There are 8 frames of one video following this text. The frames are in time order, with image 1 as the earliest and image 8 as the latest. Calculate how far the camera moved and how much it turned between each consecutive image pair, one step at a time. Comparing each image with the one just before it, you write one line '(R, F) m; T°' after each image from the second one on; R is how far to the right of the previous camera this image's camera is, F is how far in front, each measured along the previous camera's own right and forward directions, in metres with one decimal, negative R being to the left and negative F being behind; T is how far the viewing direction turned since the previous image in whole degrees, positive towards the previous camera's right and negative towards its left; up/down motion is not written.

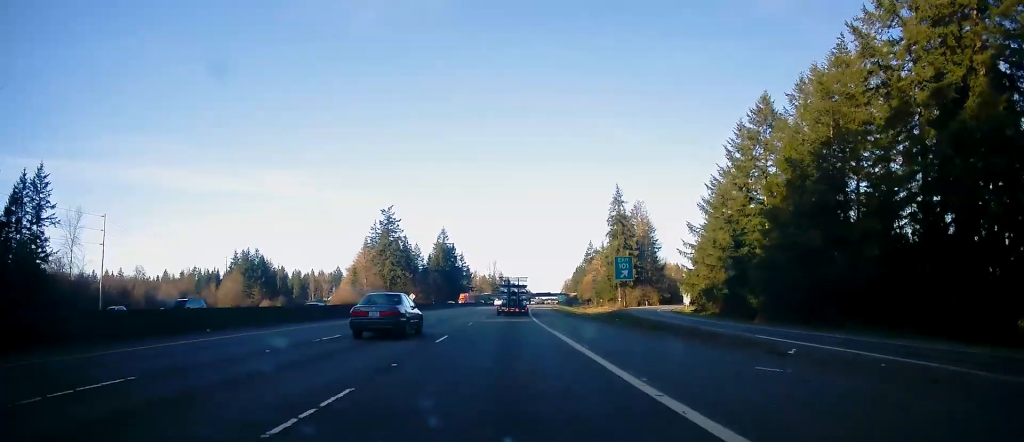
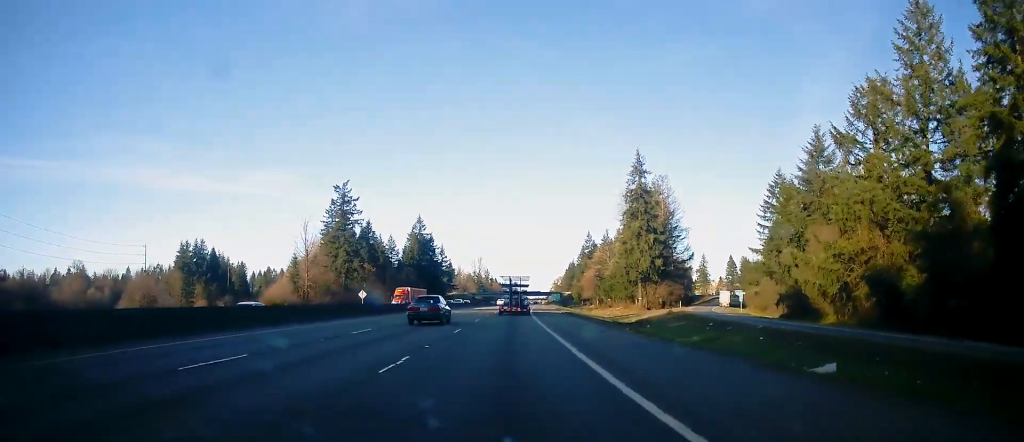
(0.0, +44.1) m; 0°
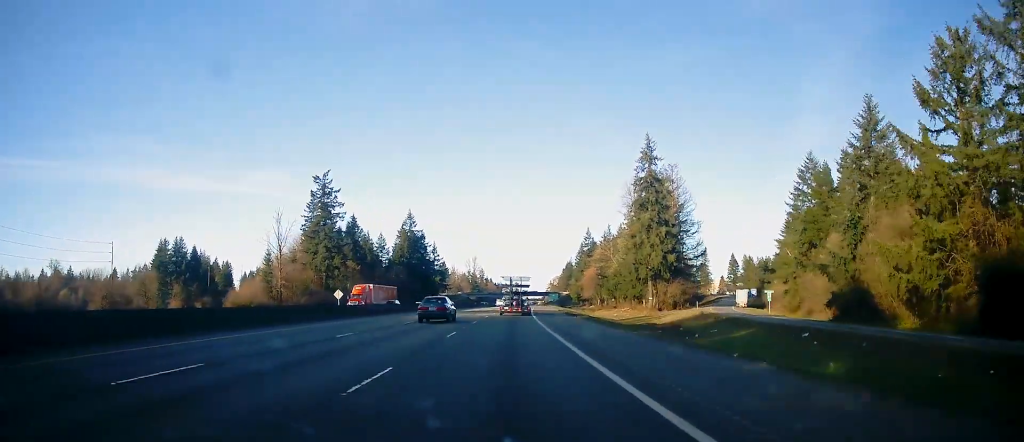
(0.0, +14.3) m; 0°
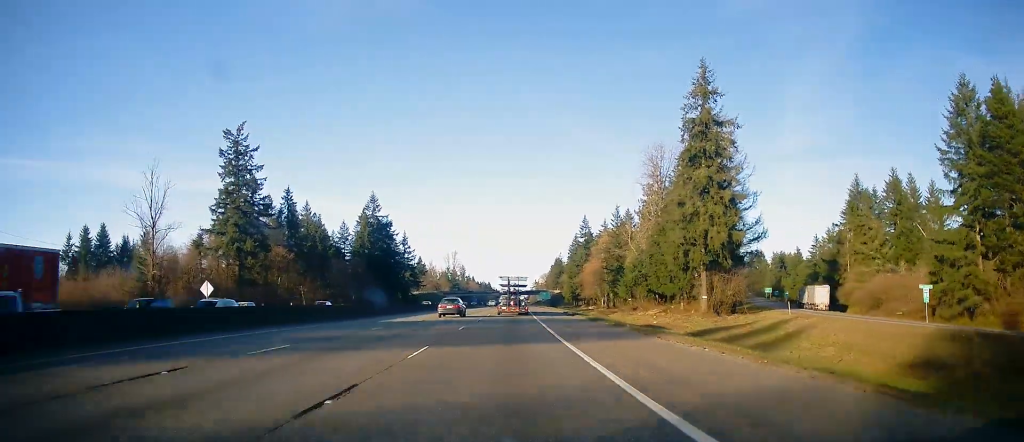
(+1.3, +43.5) m; +3°
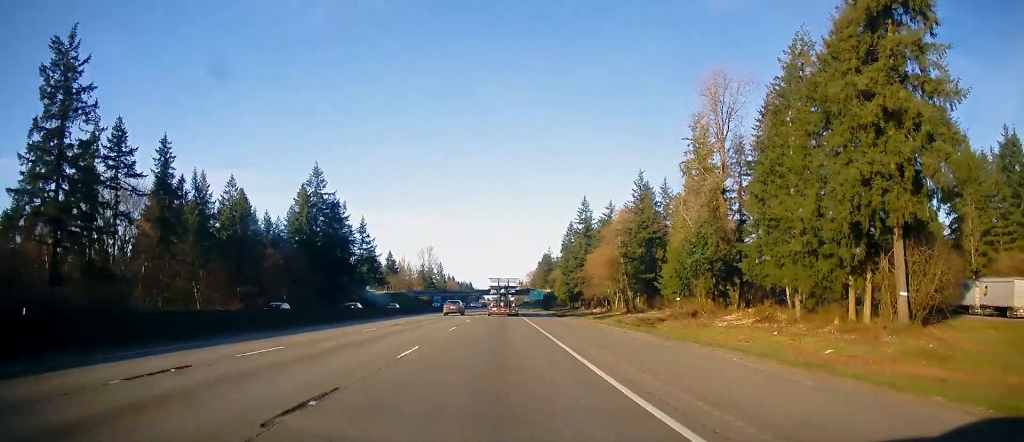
(+0.5, +48.4) m; 0°
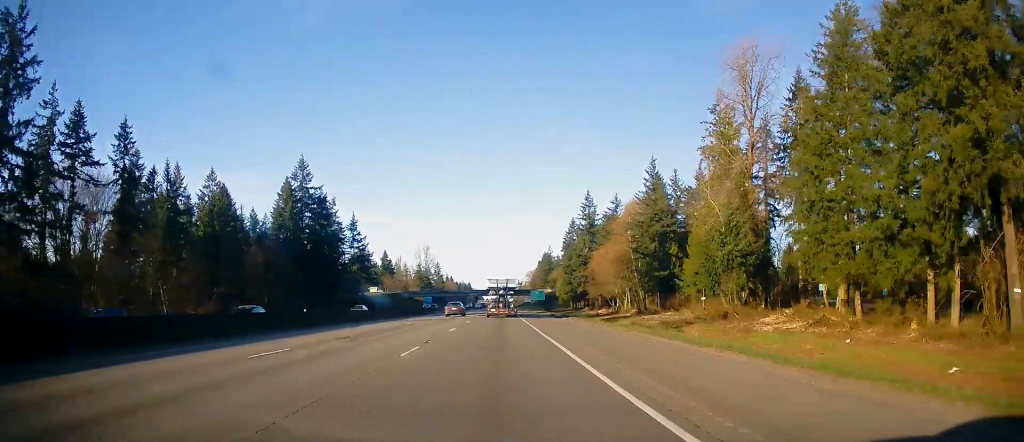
(0.0, +11.4) m; 0°
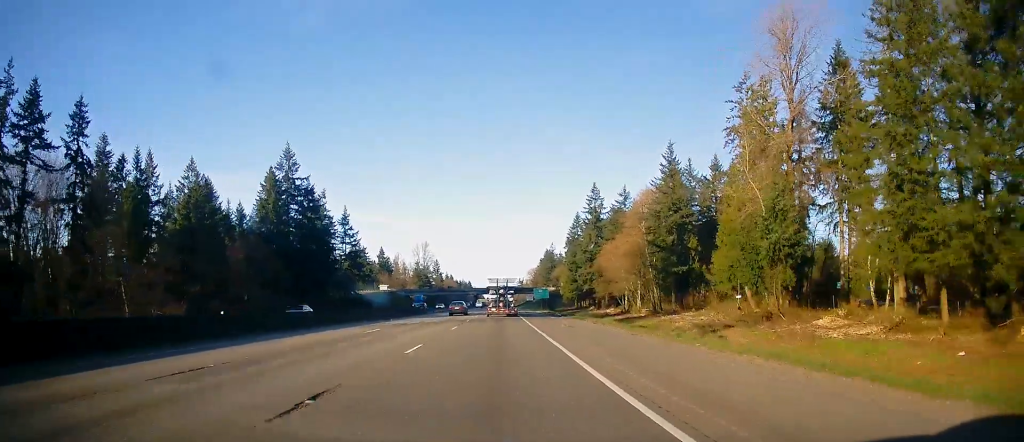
(0.0, +11.4) m; 0°
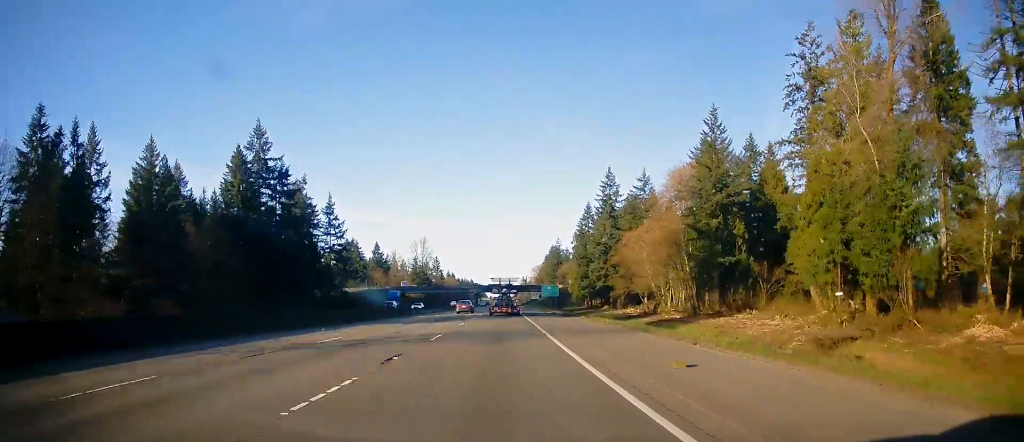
(0.0, +20.0) m; 0°
